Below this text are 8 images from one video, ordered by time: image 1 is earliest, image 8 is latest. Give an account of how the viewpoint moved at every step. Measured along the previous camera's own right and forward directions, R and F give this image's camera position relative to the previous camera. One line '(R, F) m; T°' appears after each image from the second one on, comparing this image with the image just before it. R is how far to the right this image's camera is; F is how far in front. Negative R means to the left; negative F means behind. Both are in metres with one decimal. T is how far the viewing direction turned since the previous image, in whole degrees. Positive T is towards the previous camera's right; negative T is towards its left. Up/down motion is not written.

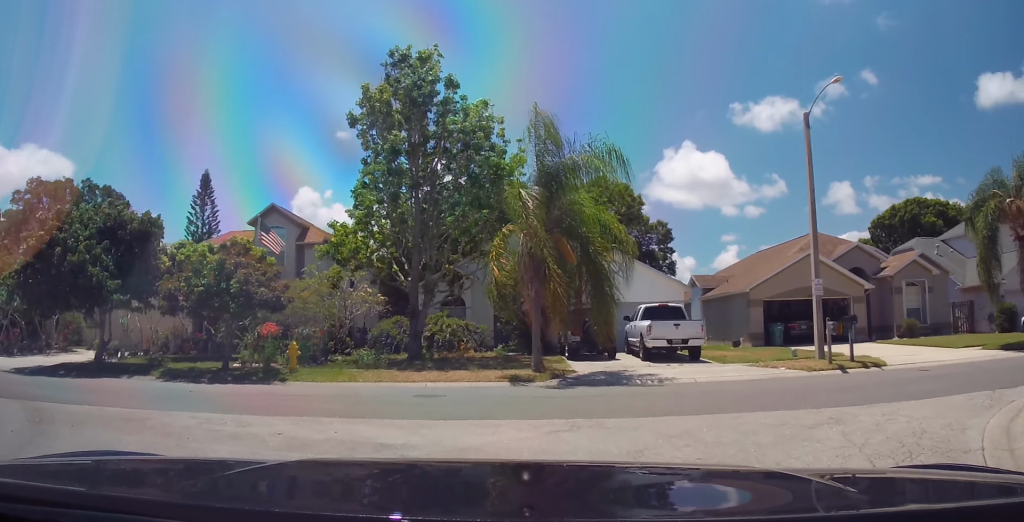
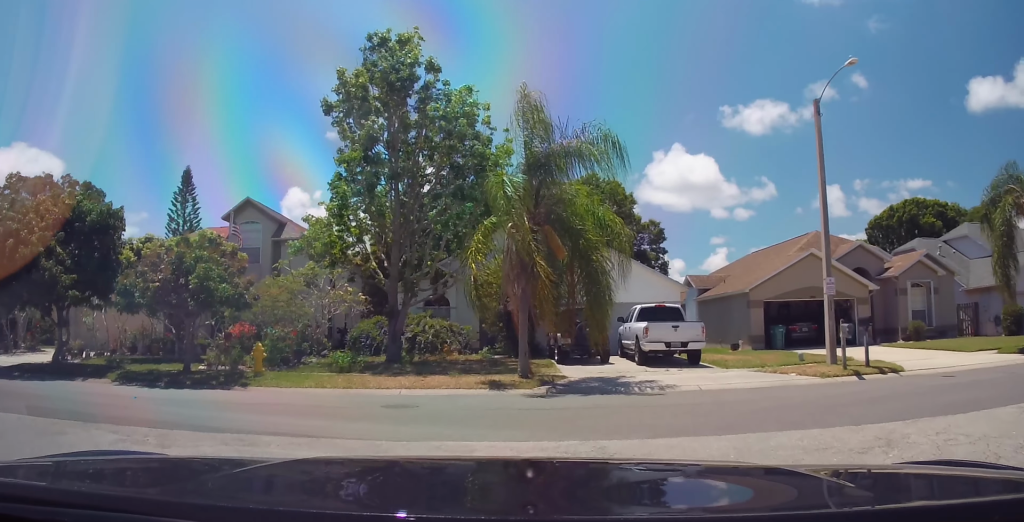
(-0.1, +2.1) m; +2°
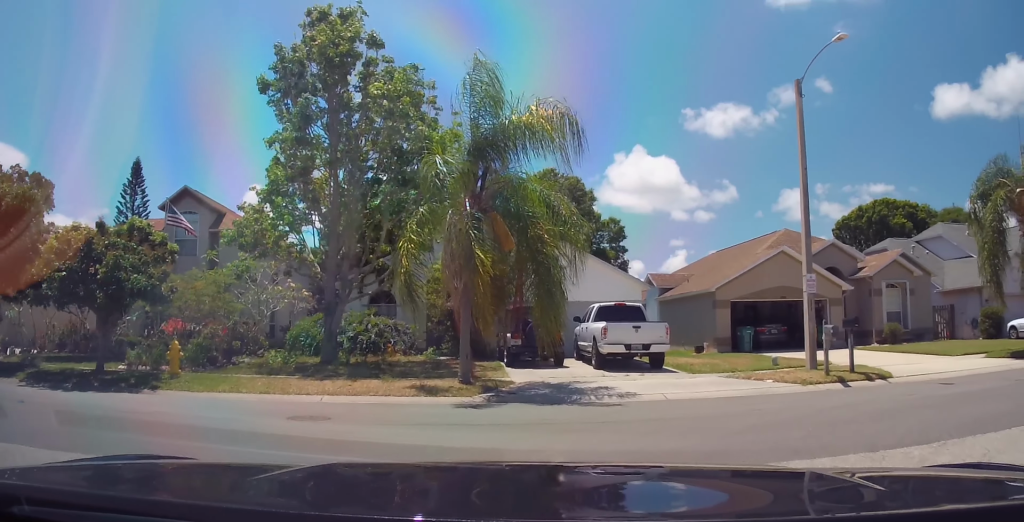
(-0.1, +2.3) m; +5°
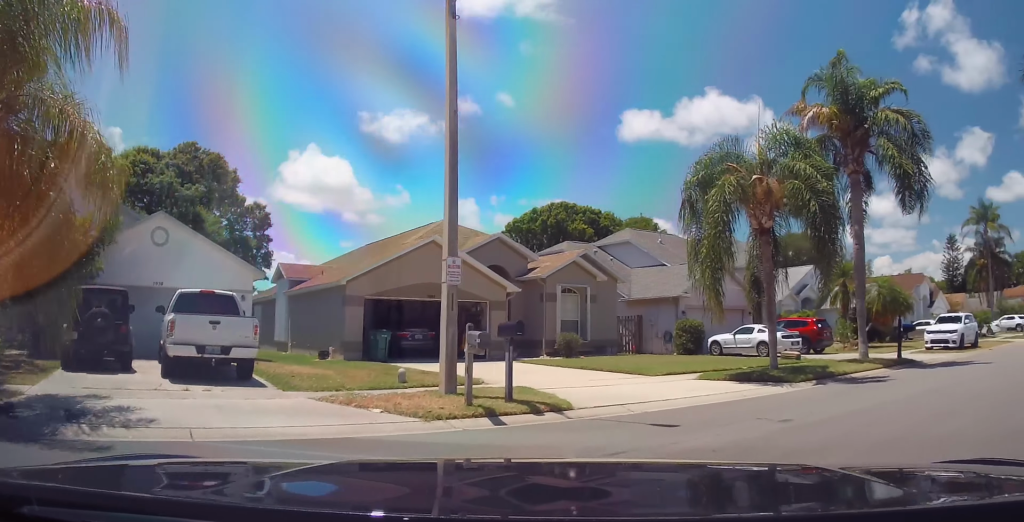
(+1.1, +4.7) m; +31°
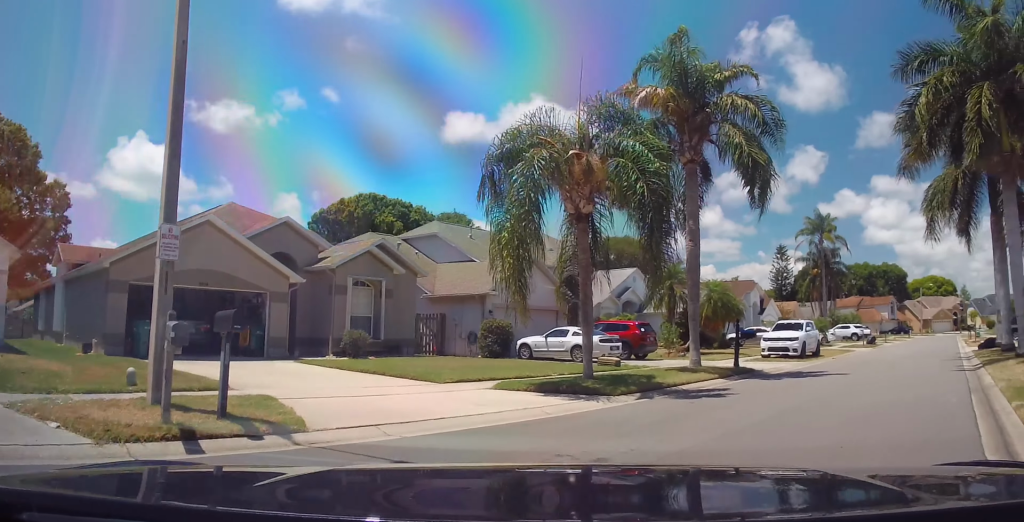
(+0.4, +2.4) m; +15°
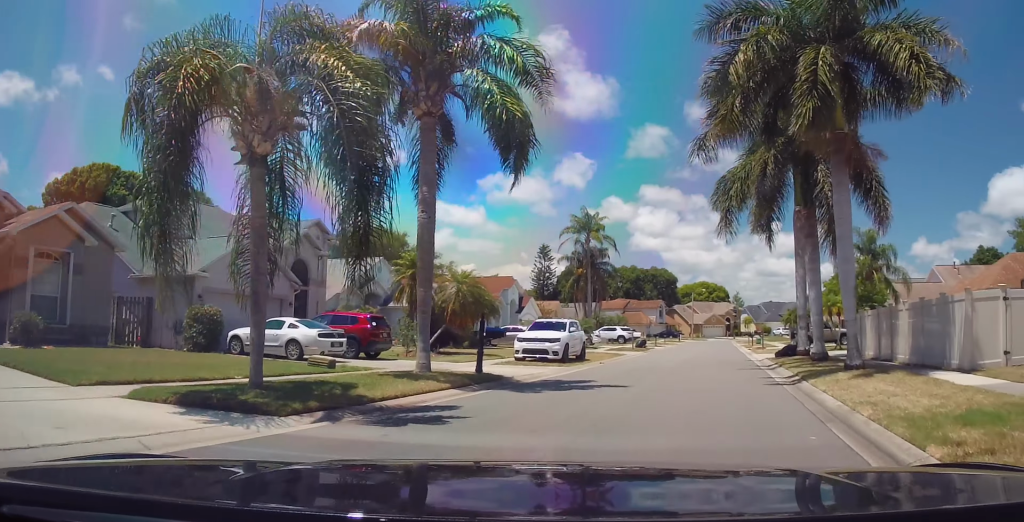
(+0.6, +3.7) m; +16°
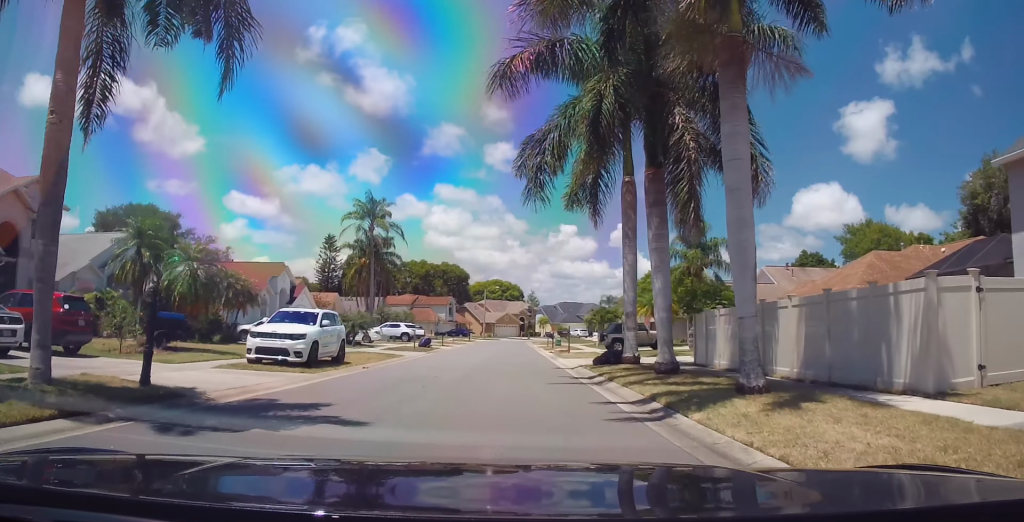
(+0.7, +5.6) m; +11°
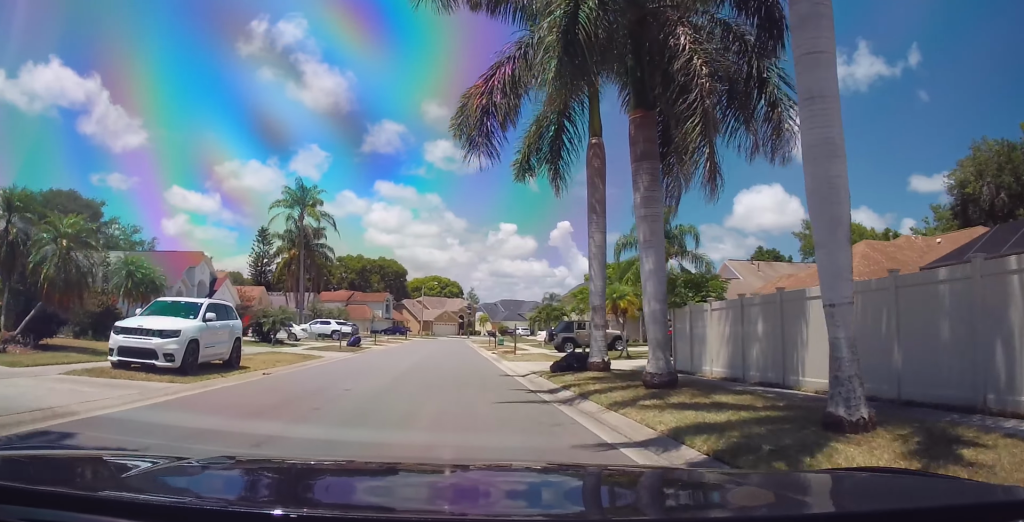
(+0.2, +3.8) m; +3°
